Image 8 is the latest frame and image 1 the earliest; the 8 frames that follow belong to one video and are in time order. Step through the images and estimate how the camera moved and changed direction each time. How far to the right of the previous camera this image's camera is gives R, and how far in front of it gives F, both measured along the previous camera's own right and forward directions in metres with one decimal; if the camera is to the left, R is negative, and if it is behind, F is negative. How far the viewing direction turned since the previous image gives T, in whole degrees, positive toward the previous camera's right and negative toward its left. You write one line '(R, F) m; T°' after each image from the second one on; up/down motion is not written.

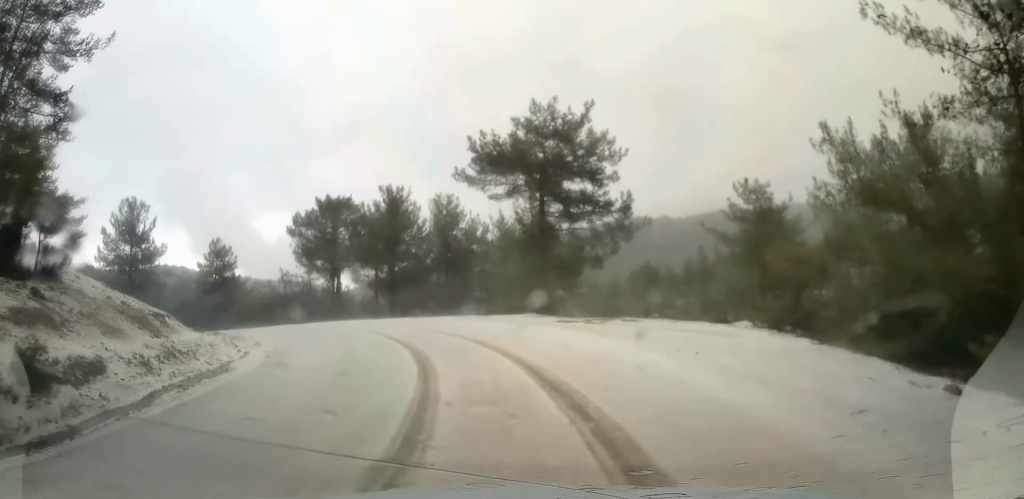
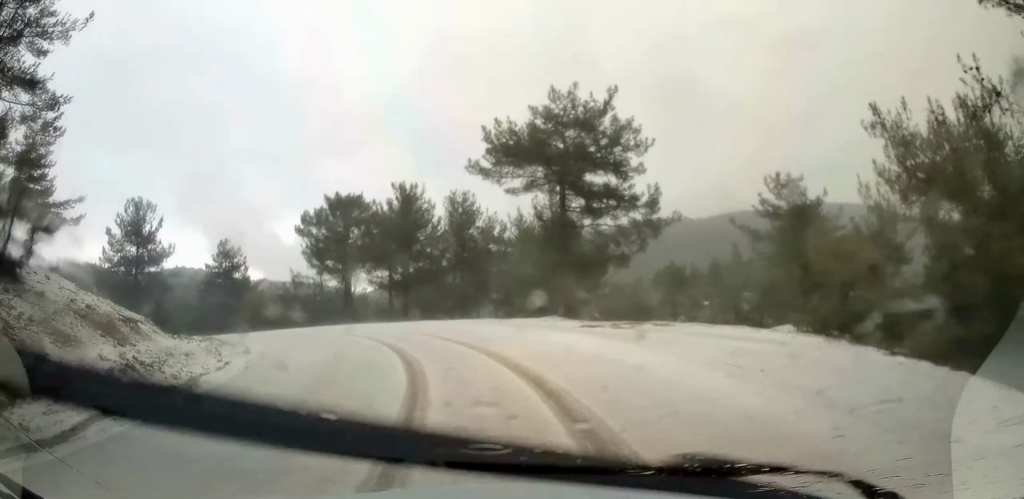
(0.0, +2.5) m; -1°
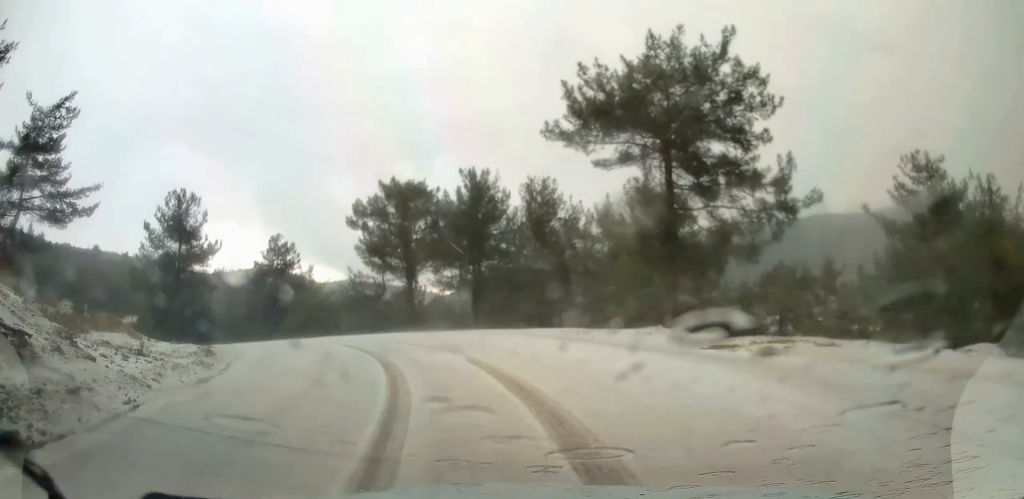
(-0.4, +7.5) m; -9°
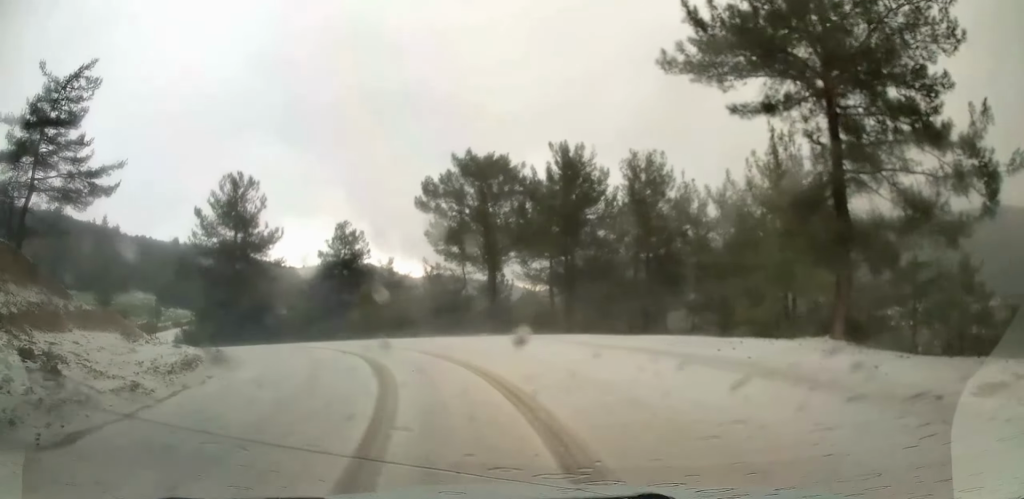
(-0.8, +7.1) m; -10°
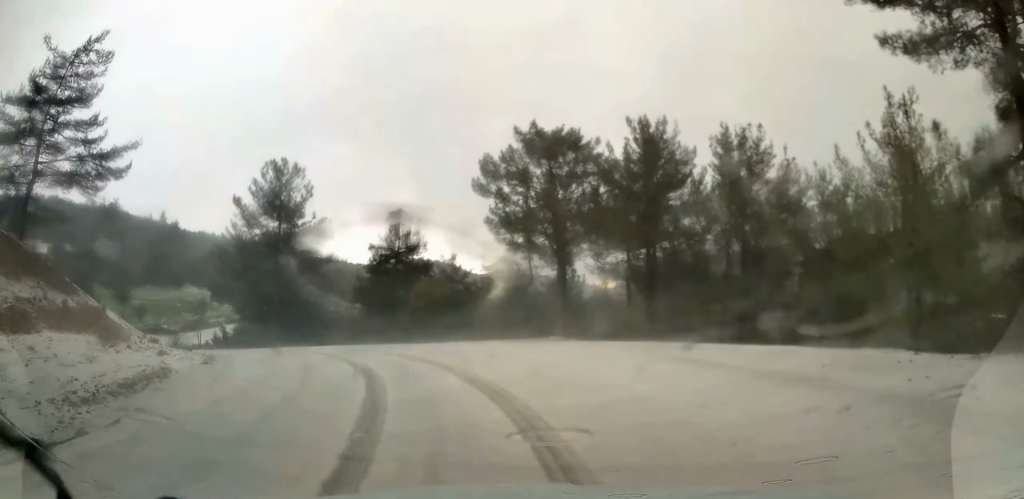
(-0.3, +5.5) m; -6°
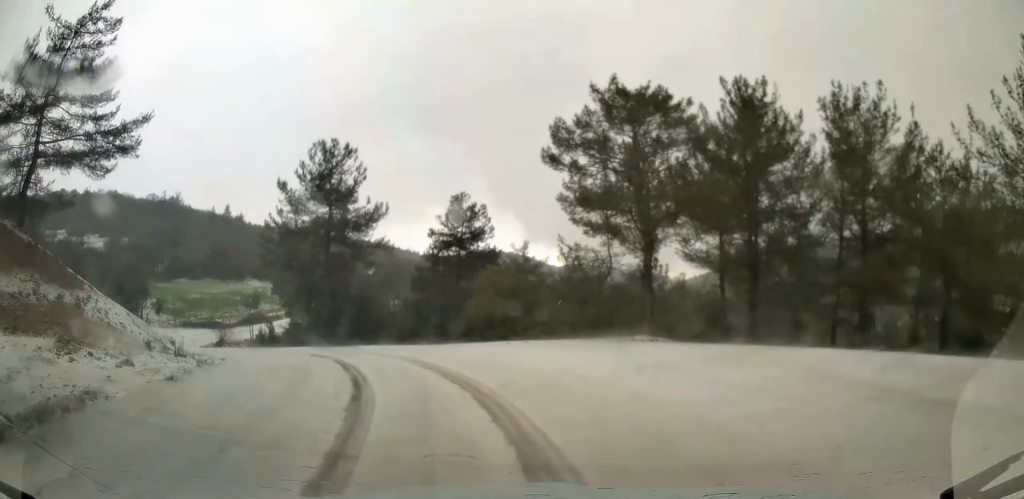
(-0.3, +5.5) m; -7°
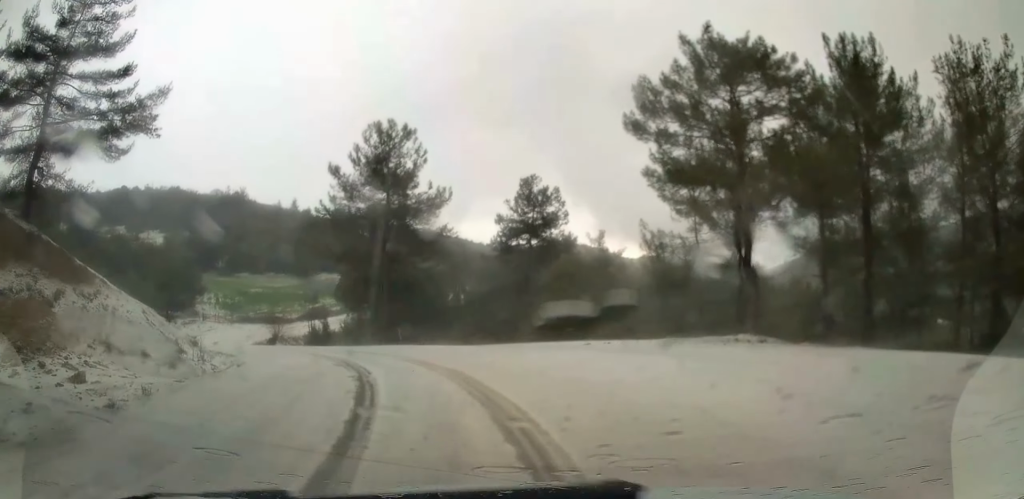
(-0.3, +4.6) m; -8°
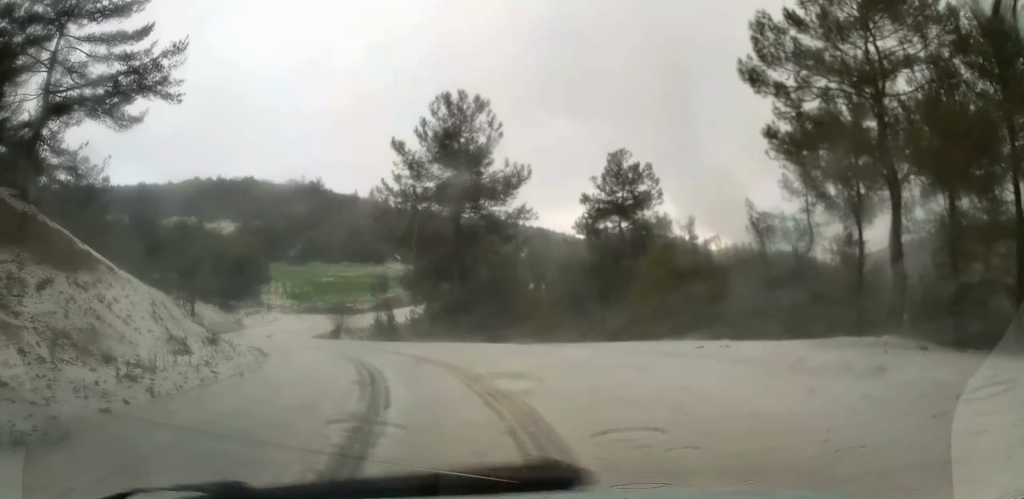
(-0.4, +5.2) m; -6°
